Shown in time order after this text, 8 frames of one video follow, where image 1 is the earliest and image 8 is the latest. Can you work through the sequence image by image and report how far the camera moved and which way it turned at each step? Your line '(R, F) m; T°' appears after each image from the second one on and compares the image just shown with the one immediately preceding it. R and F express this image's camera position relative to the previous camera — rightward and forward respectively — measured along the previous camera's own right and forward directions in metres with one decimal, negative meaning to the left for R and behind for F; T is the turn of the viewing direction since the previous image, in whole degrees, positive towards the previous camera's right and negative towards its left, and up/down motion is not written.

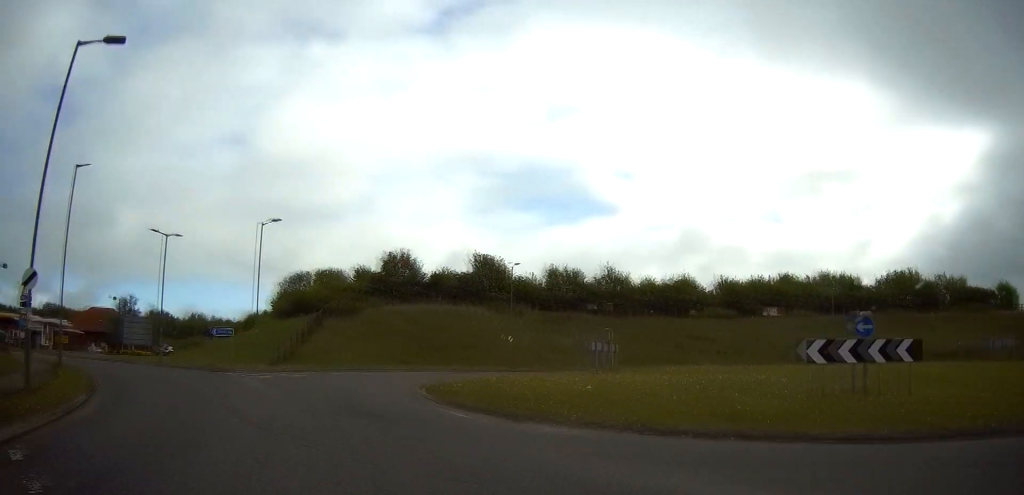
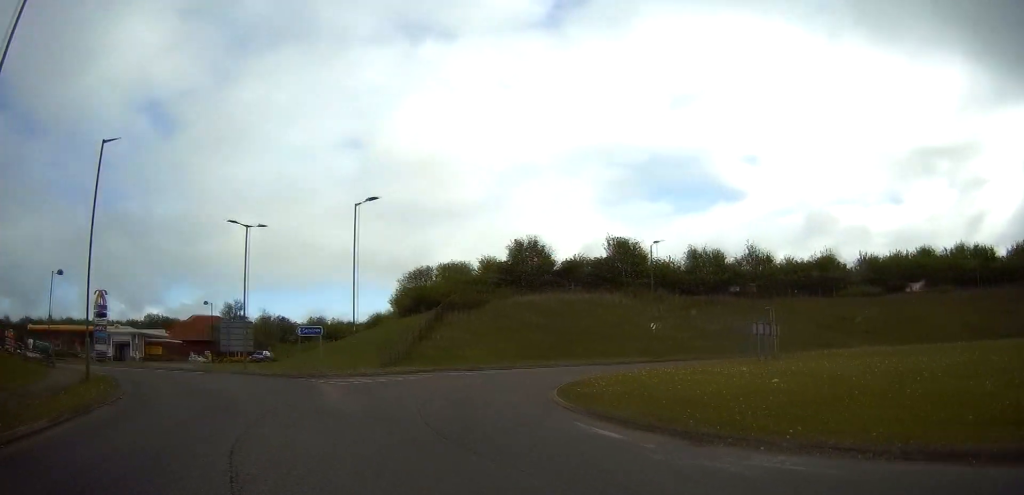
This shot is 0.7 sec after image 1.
(-0.8, +5.9) m; -10°
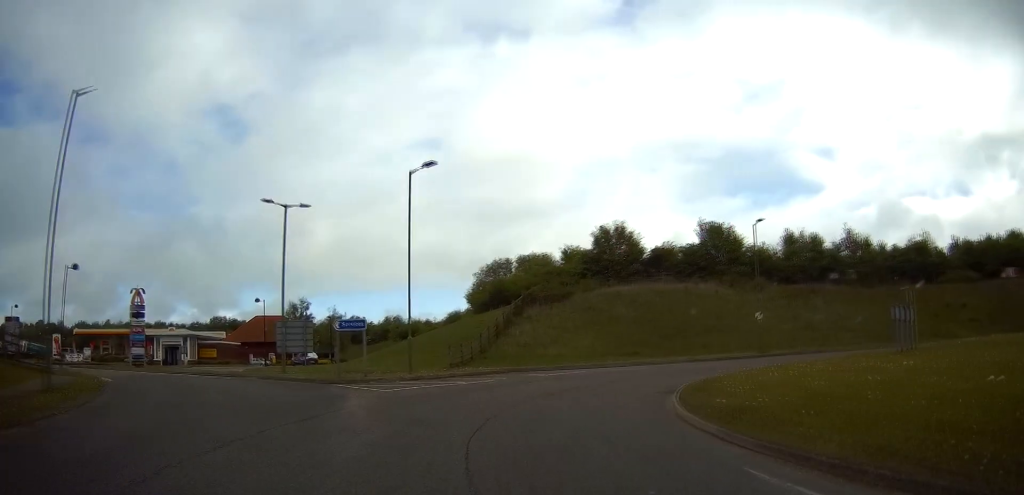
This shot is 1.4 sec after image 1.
(-0.5, +6.0) m; -6°
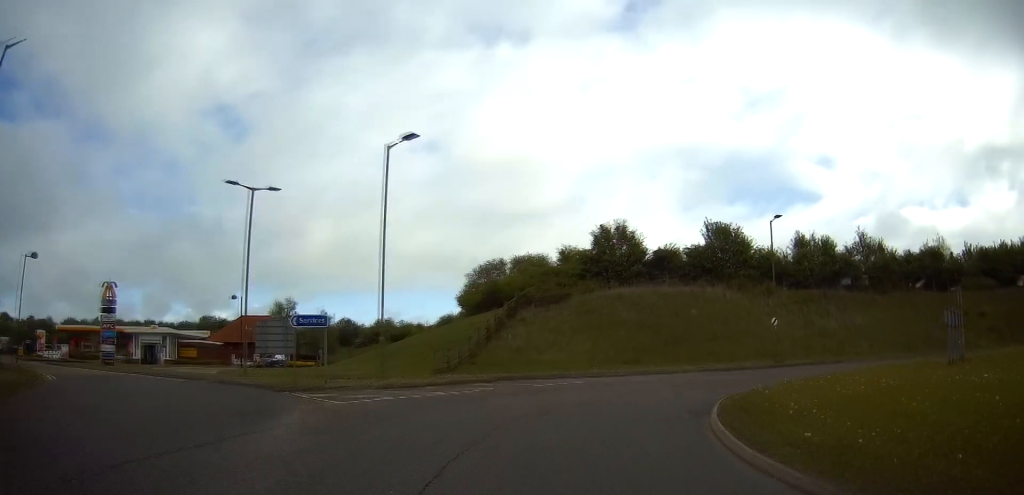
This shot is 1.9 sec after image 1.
(-0.3, +4.0) m; -2°
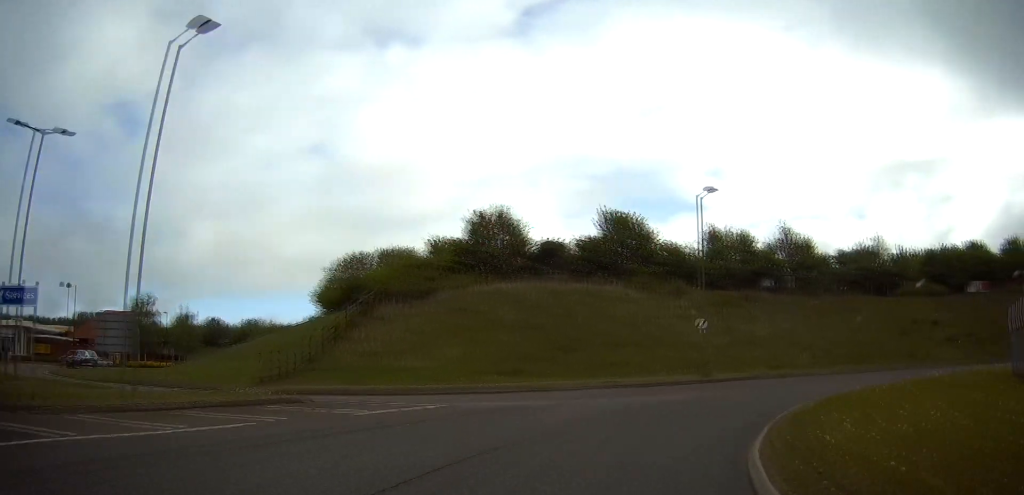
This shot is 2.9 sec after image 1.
(0.0, +9.0) m; +7°
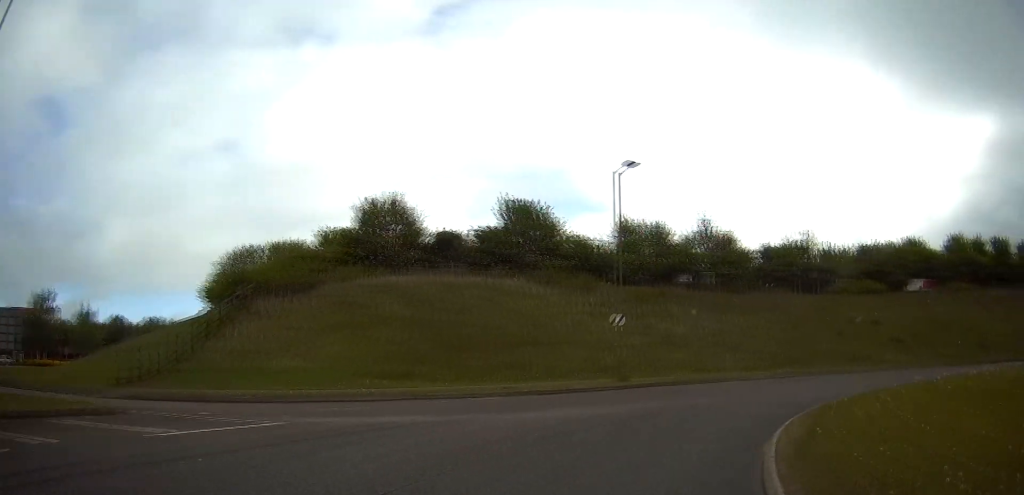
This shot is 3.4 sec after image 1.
(+0.3, +4.2) m; +8°
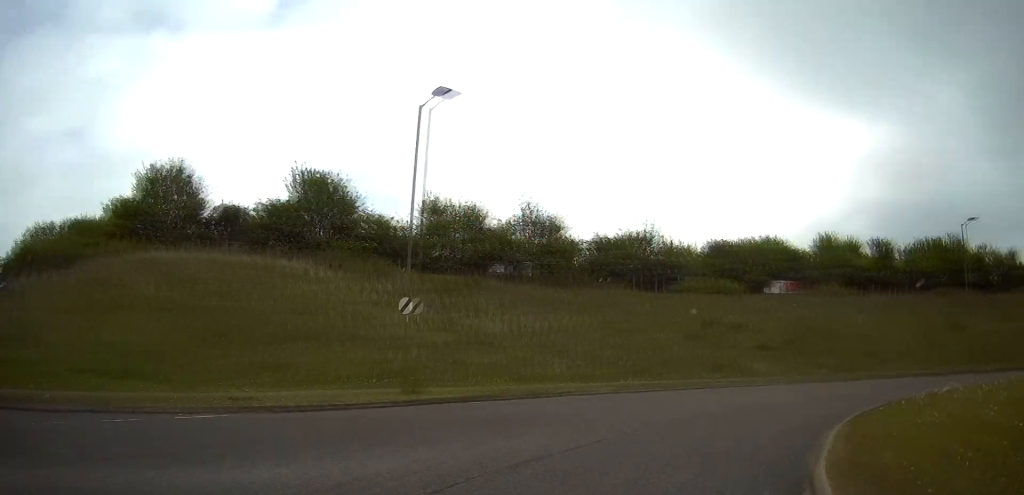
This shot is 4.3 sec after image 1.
(+1.0, +7.4) m; +18°
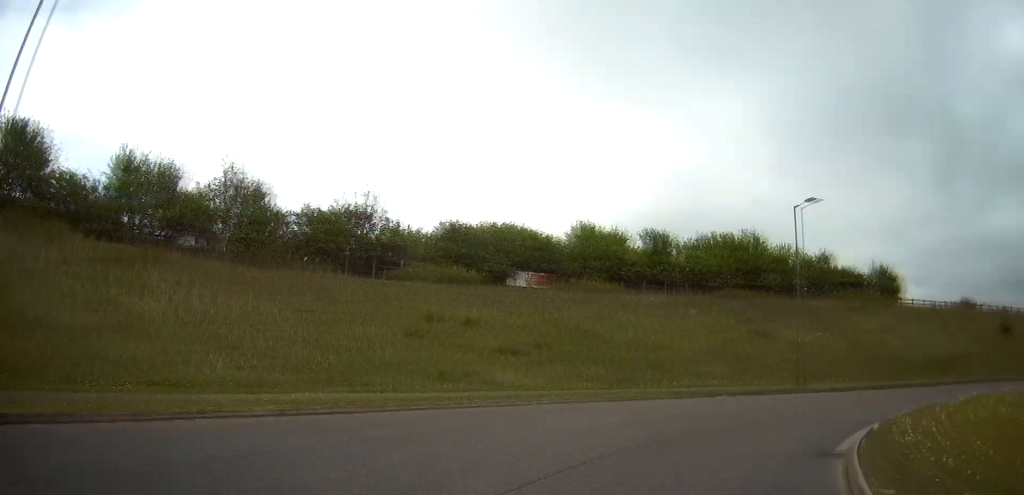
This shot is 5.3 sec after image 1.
(+1.6, +8.4) m; +22°
